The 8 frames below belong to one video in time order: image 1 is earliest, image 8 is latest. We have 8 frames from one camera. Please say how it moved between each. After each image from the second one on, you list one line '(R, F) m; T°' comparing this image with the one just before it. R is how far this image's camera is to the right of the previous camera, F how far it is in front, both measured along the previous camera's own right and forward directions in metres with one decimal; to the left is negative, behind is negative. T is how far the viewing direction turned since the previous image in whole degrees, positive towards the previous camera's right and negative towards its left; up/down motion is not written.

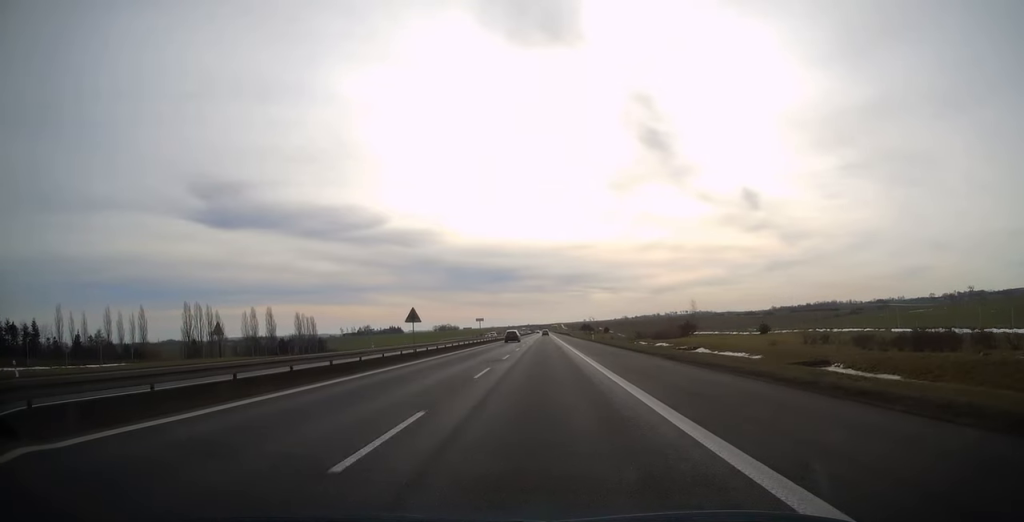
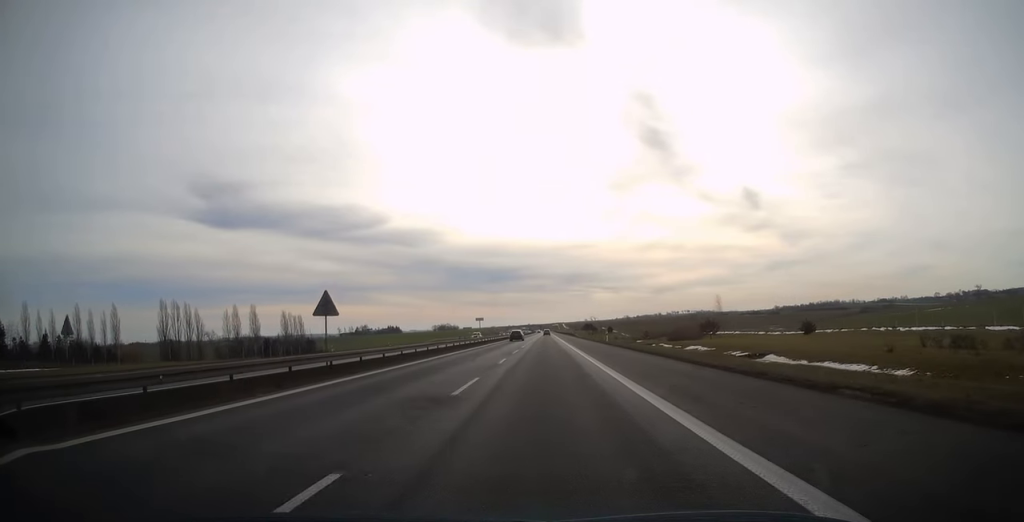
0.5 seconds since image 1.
(0.0, +16.4) m; 0°
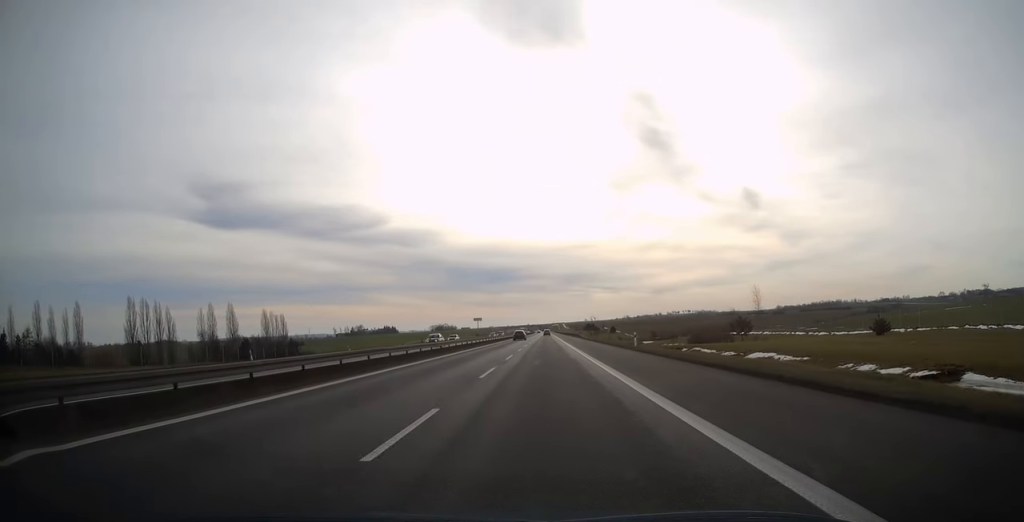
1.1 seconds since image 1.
(0.0, +18.9) m; 0°
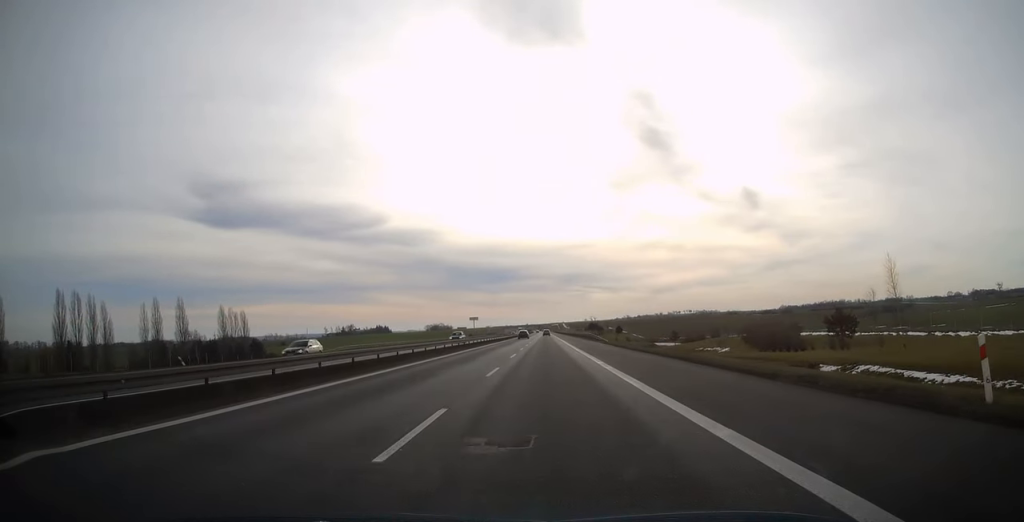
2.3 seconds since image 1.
(-0.2, +34.7) m; 0°
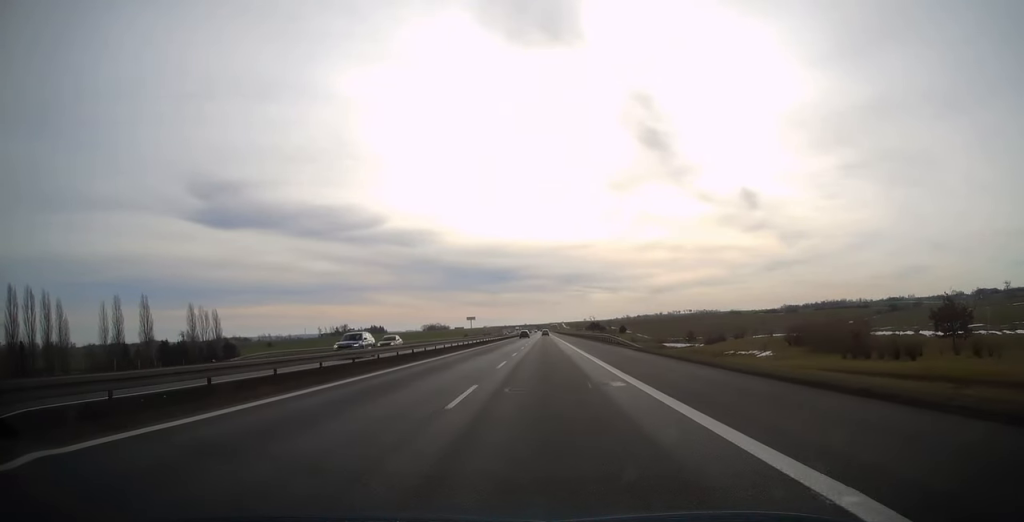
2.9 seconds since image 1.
(+0.1, +19.9) m; 0°
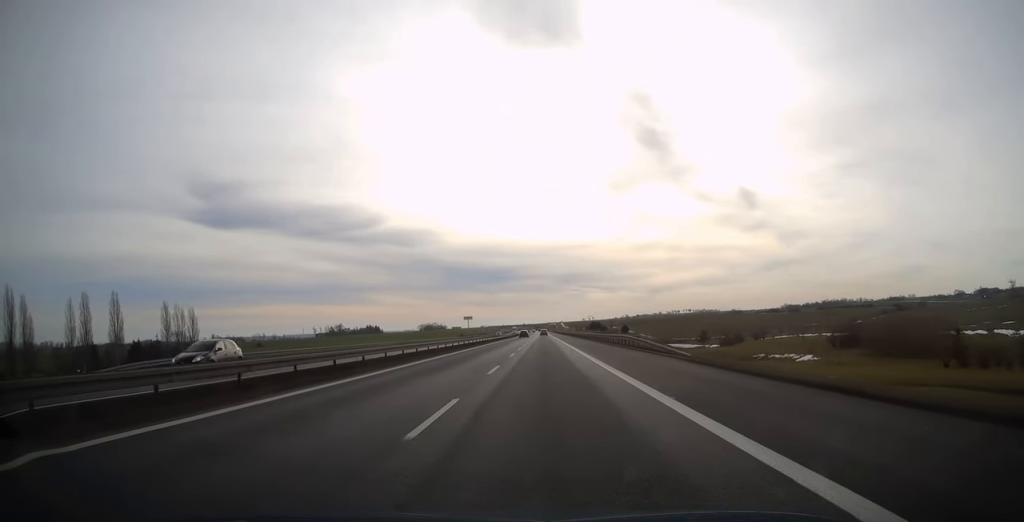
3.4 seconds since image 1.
(+0.1, +14.3) m; 0°
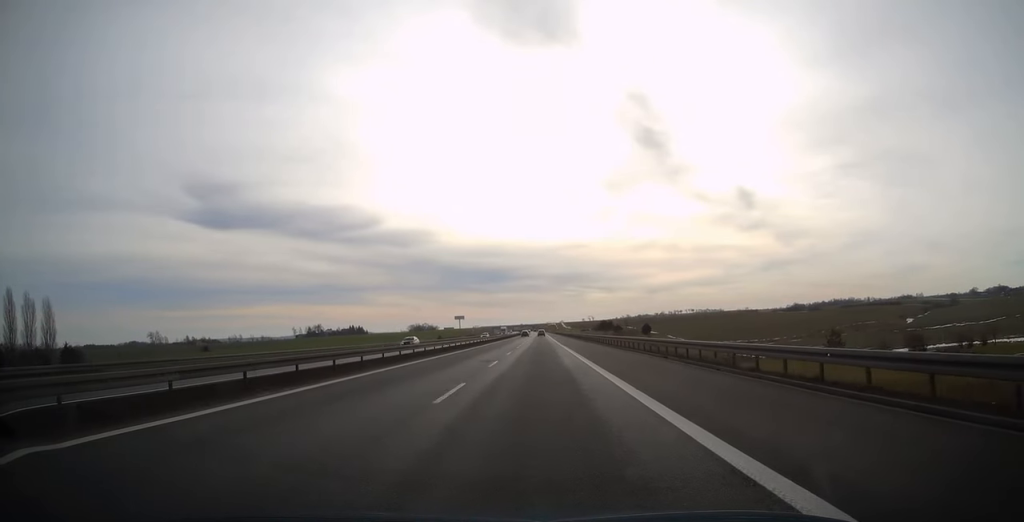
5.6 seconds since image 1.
(+0.1, +66.8) m; 0°
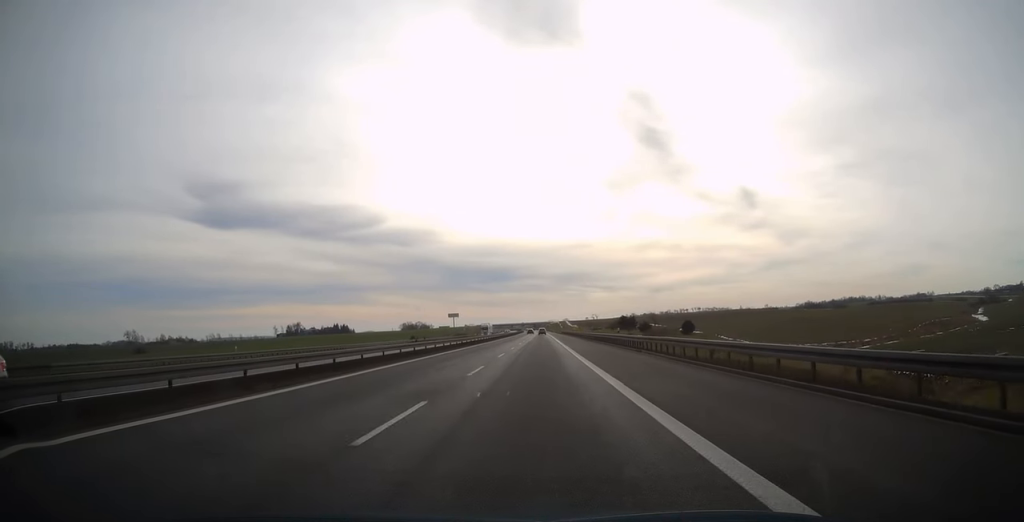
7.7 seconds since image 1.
(0.0, +63.8) m; 0°
